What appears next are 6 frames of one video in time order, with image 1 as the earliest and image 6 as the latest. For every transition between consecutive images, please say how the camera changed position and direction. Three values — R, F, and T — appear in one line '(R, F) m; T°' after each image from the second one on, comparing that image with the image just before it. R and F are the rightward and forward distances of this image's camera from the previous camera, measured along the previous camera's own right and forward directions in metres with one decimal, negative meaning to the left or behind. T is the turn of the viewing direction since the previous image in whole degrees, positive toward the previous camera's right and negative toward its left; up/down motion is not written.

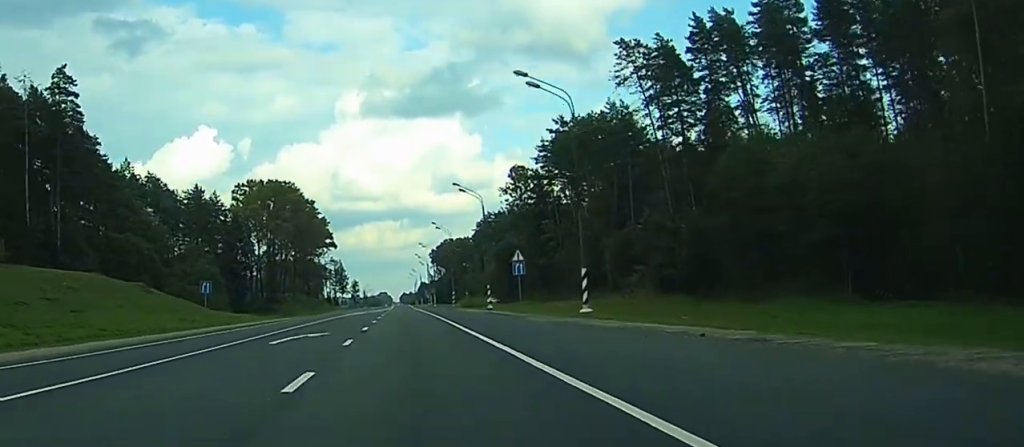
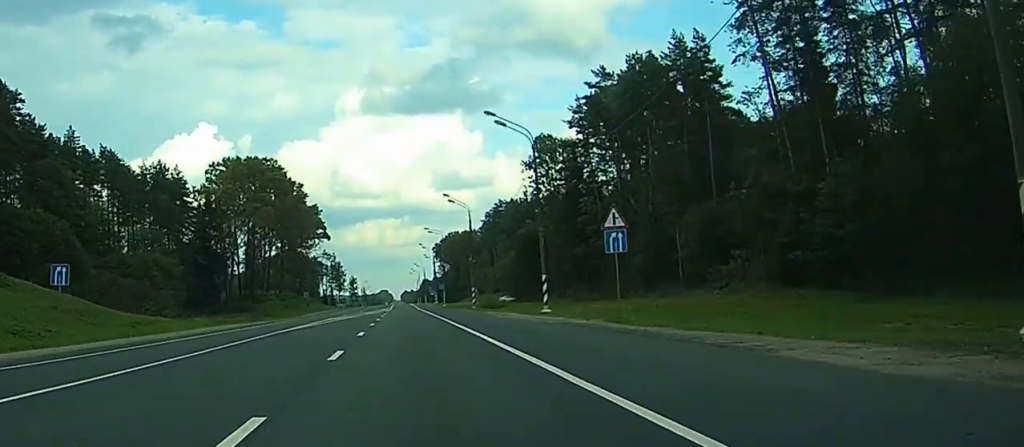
(+0.1, +29.2) m; 0°
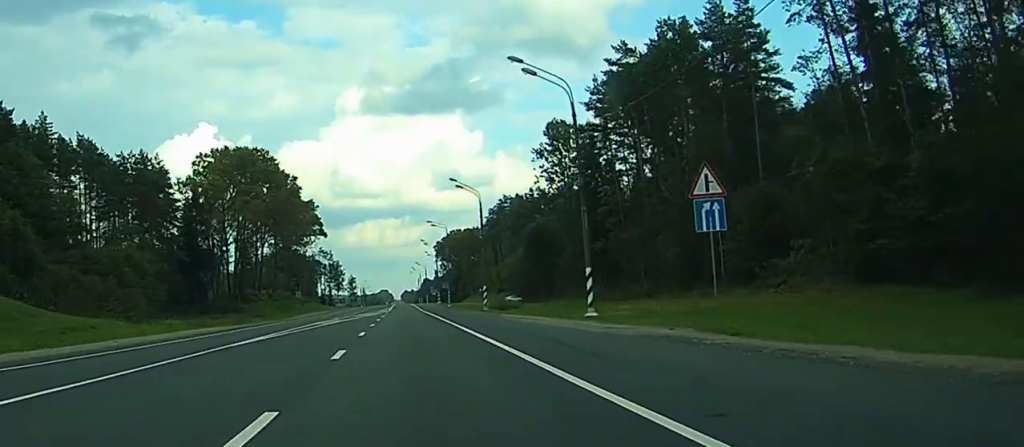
(+0.1, +11.2) m; 0°
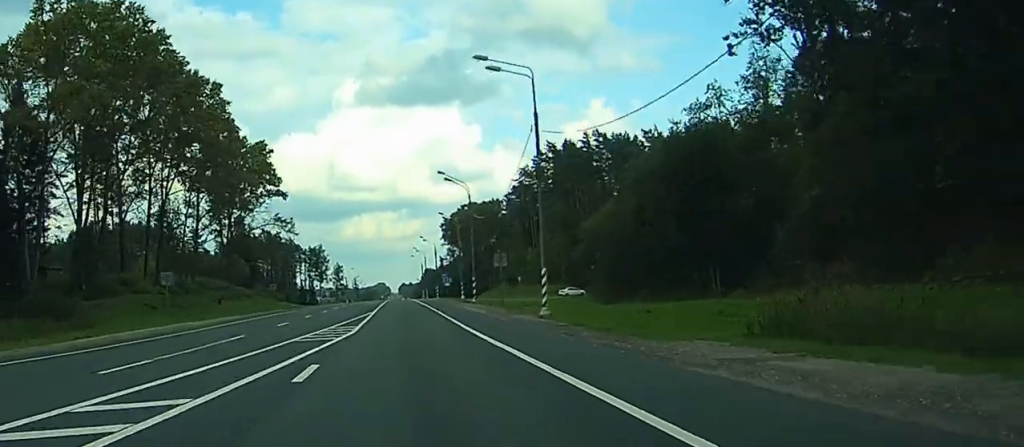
(-0.4, +78.1) m; 0°
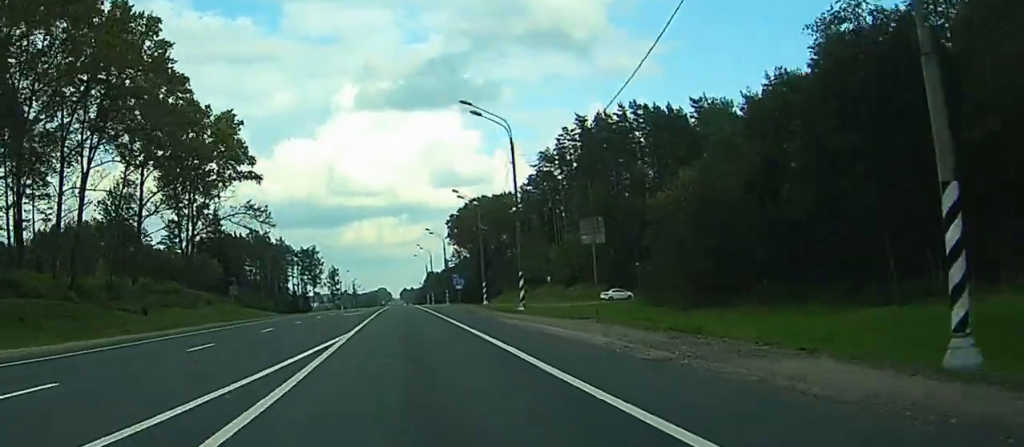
(0.0, +29.1) m; 0°
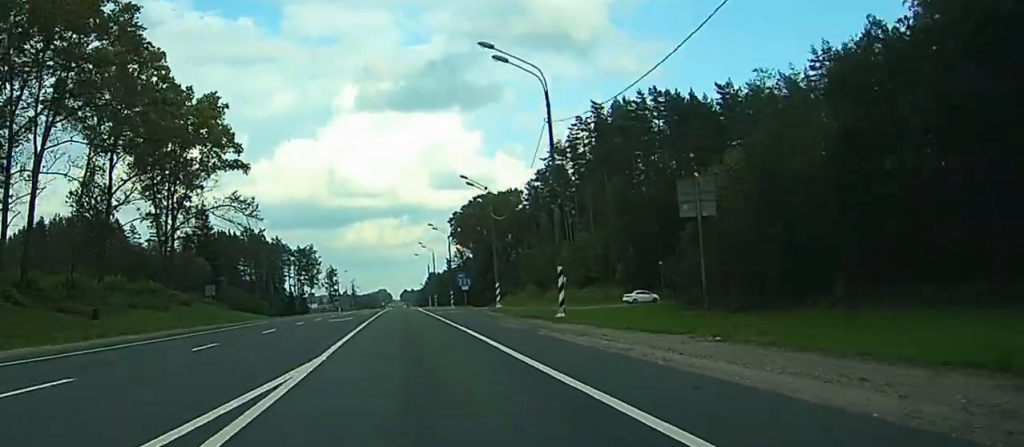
(0.0, +11.4) m; 0°
